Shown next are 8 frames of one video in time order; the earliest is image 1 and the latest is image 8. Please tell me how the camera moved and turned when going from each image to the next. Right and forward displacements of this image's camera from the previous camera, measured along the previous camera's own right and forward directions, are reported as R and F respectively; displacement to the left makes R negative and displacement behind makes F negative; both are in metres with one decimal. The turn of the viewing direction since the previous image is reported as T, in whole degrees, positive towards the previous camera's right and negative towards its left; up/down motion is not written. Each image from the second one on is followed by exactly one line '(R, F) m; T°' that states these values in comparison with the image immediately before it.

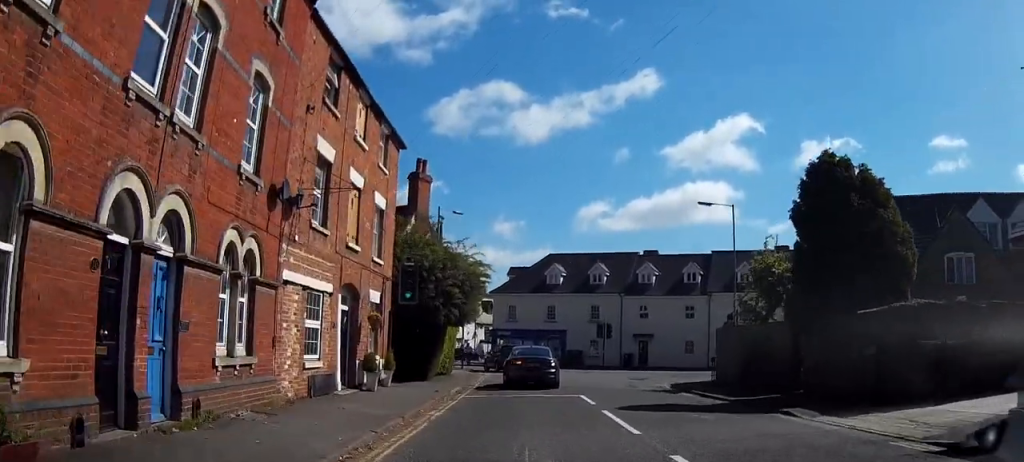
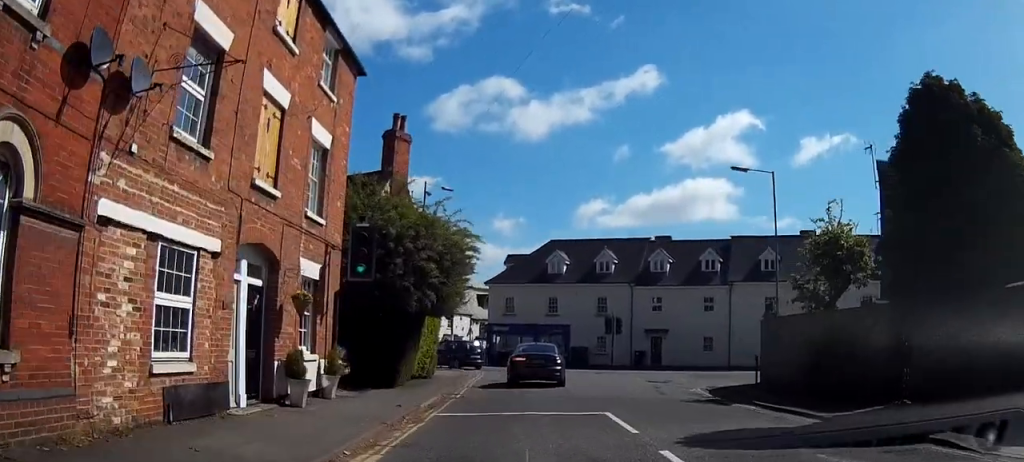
(0.0, +6.3) m; 0°
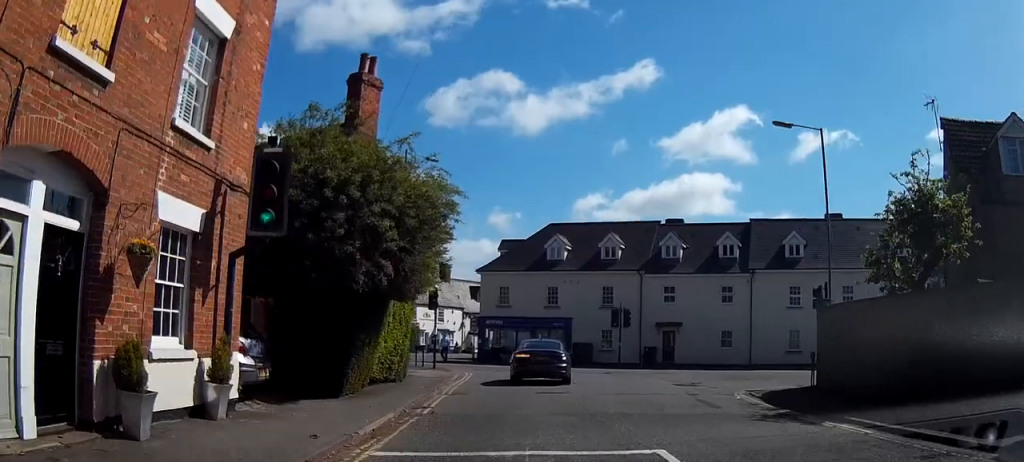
(0.0, +5.8) m; 0°
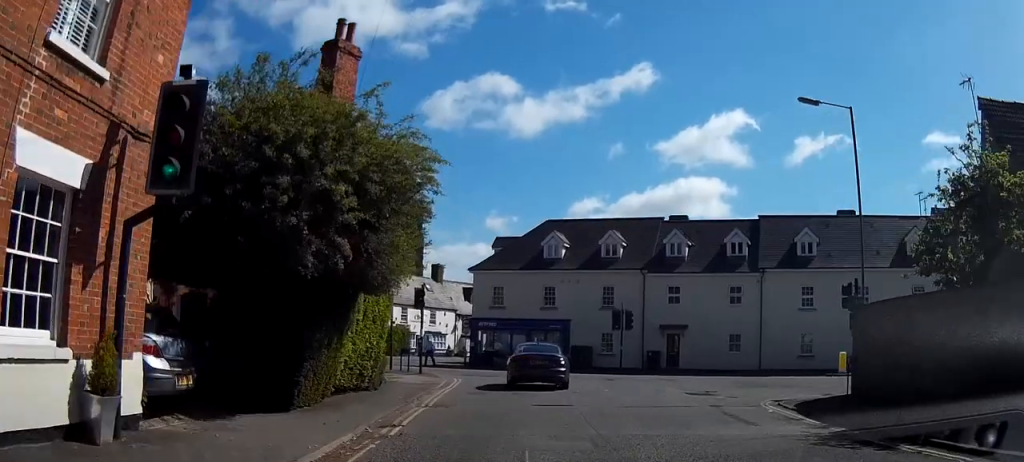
(0.0, +3.0) m; 0°
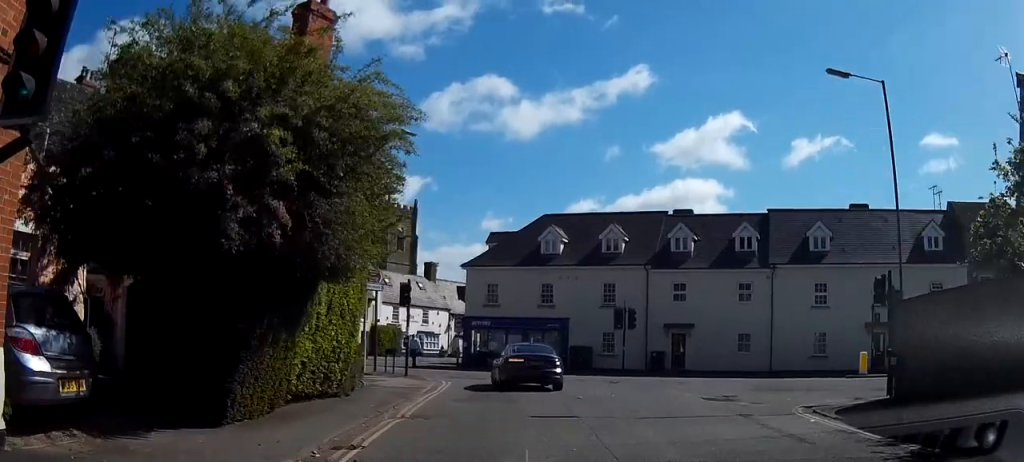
(0.0, +2.7) m; 0°
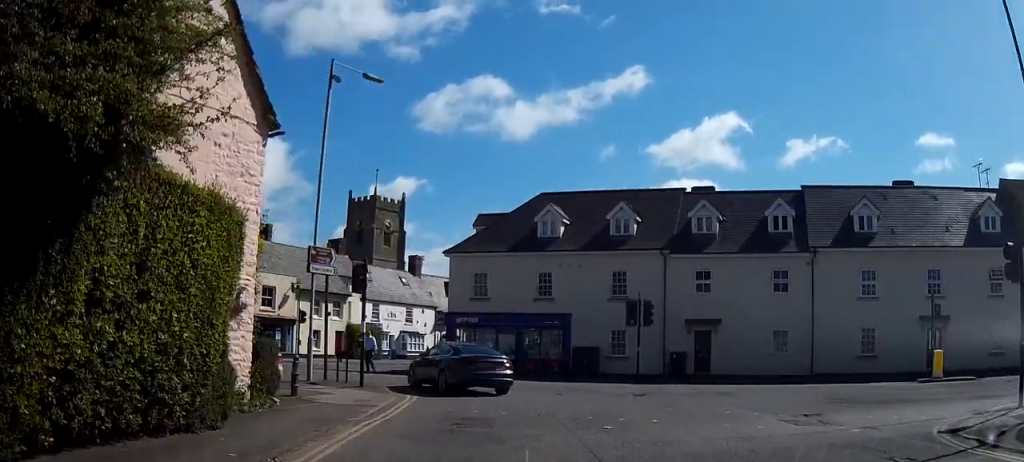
(0.0, +7.0) m; 0°
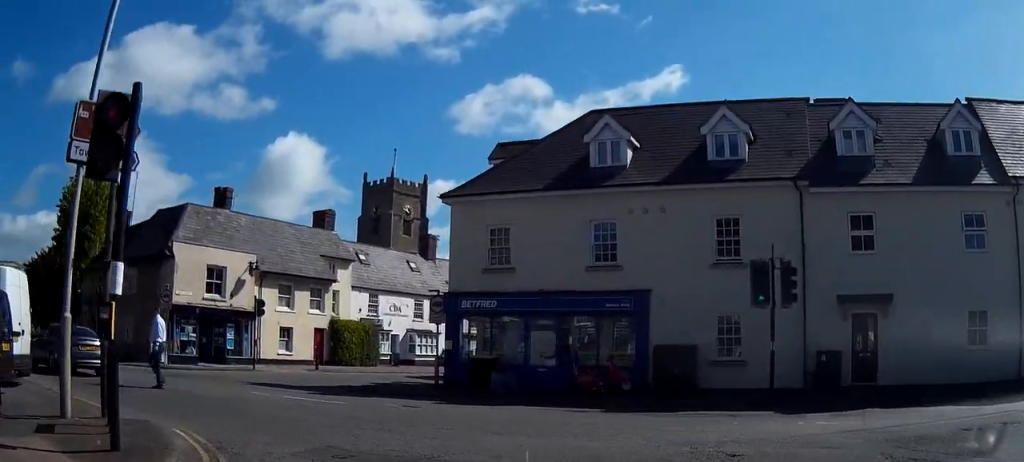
(0.0, +16.0) m; -2°
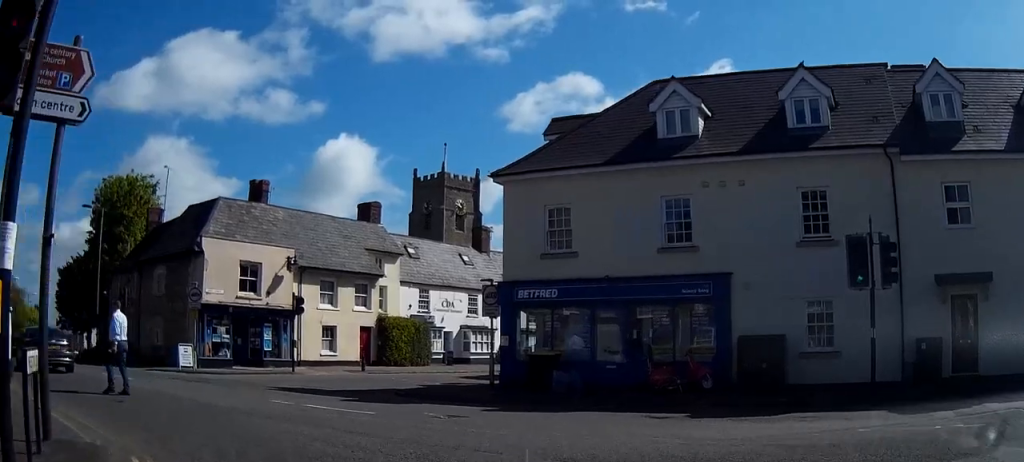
(0.0, +2.8) m; -2°
